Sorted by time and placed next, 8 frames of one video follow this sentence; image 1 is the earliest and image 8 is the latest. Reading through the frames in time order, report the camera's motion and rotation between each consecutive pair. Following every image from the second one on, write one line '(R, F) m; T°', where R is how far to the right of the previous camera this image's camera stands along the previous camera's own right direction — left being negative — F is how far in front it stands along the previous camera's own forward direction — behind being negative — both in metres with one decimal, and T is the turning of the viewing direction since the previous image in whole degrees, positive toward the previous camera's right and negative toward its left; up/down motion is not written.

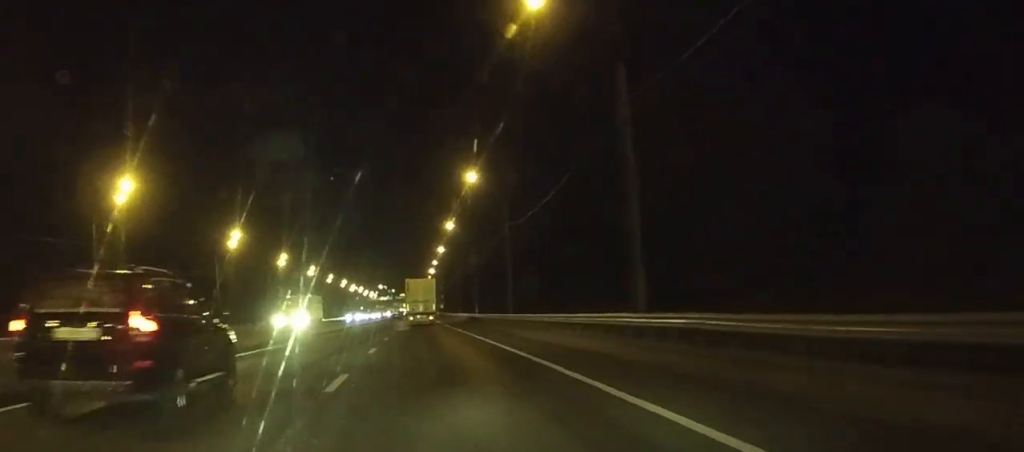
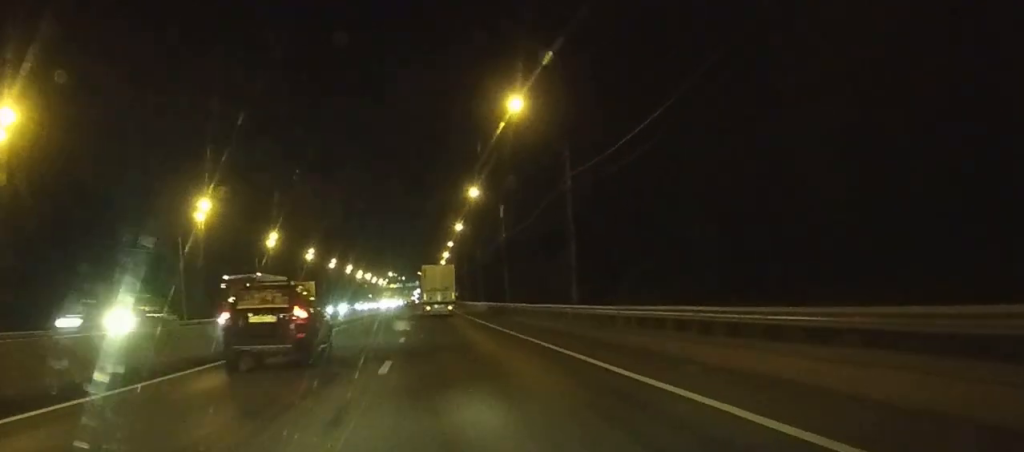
(-0.3, +21.2) m; -1°
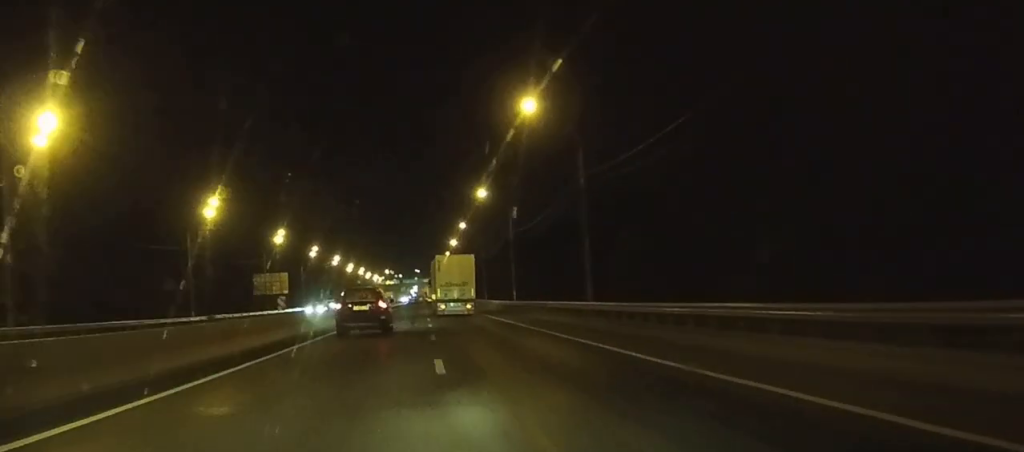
(0.0, +36.1) m; 0°
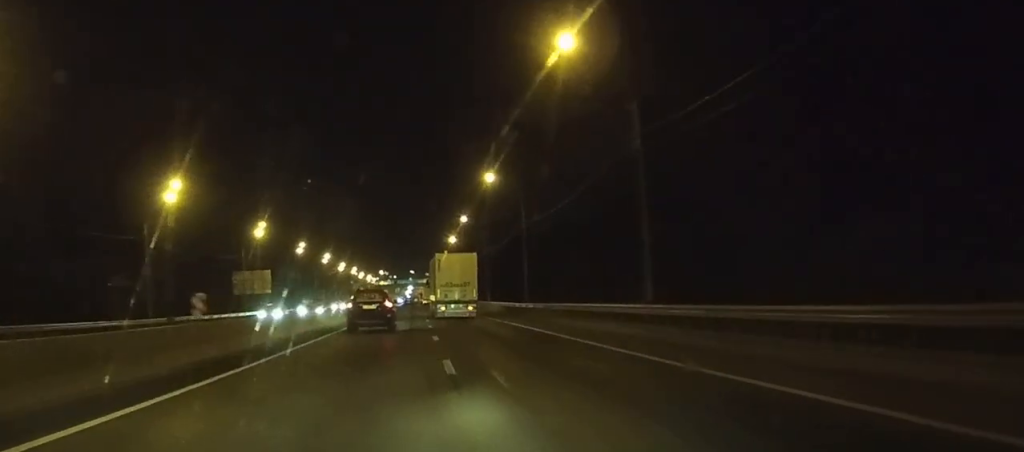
(0.0, +11.9) m; 0°
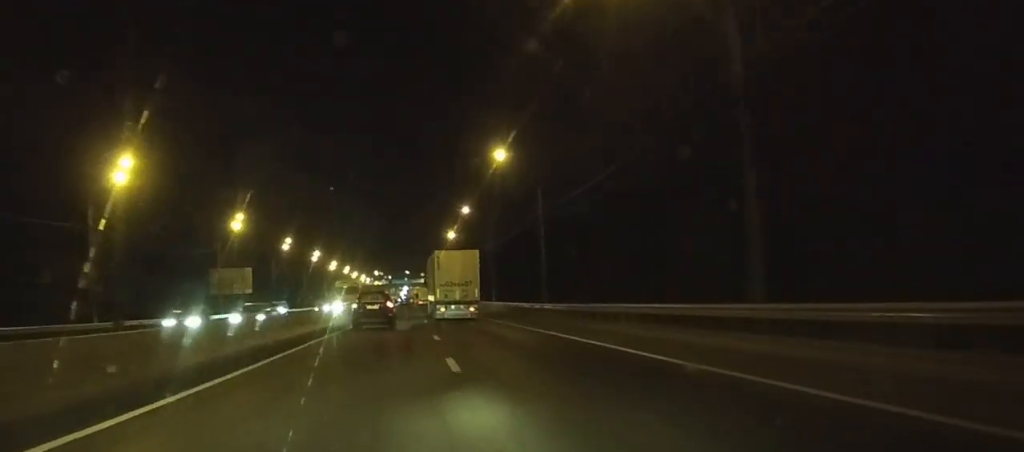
(0.0, +11.3) m; 0°
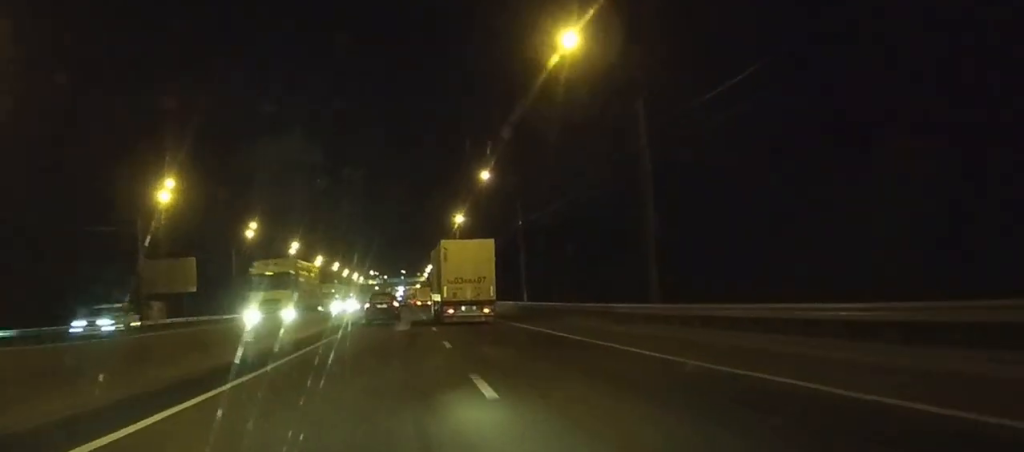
(0.0, +27.3) m; 0°
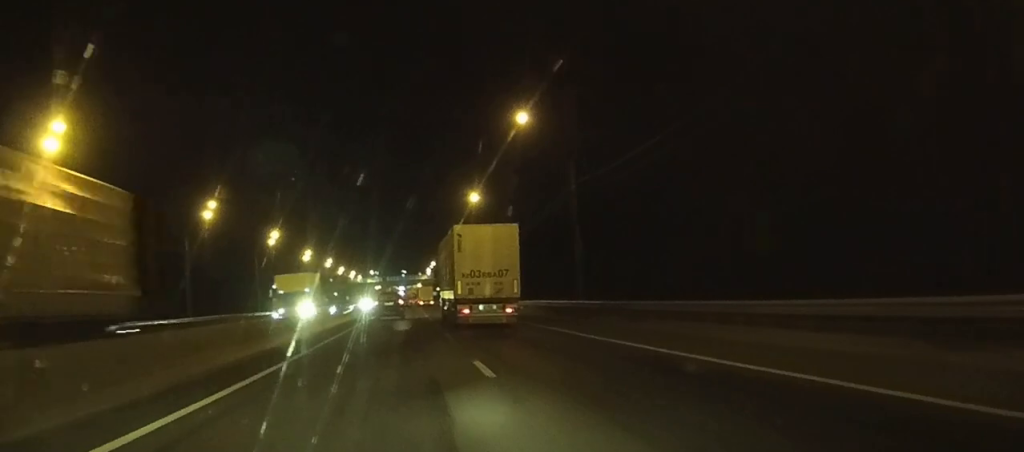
(+0.1, +22.5) m; 0°
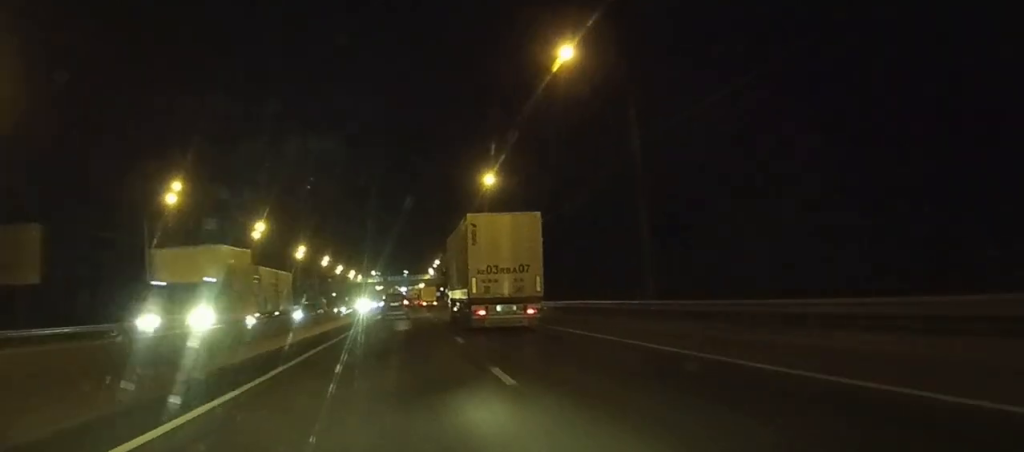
(0.0, +13.4) m; 0°
